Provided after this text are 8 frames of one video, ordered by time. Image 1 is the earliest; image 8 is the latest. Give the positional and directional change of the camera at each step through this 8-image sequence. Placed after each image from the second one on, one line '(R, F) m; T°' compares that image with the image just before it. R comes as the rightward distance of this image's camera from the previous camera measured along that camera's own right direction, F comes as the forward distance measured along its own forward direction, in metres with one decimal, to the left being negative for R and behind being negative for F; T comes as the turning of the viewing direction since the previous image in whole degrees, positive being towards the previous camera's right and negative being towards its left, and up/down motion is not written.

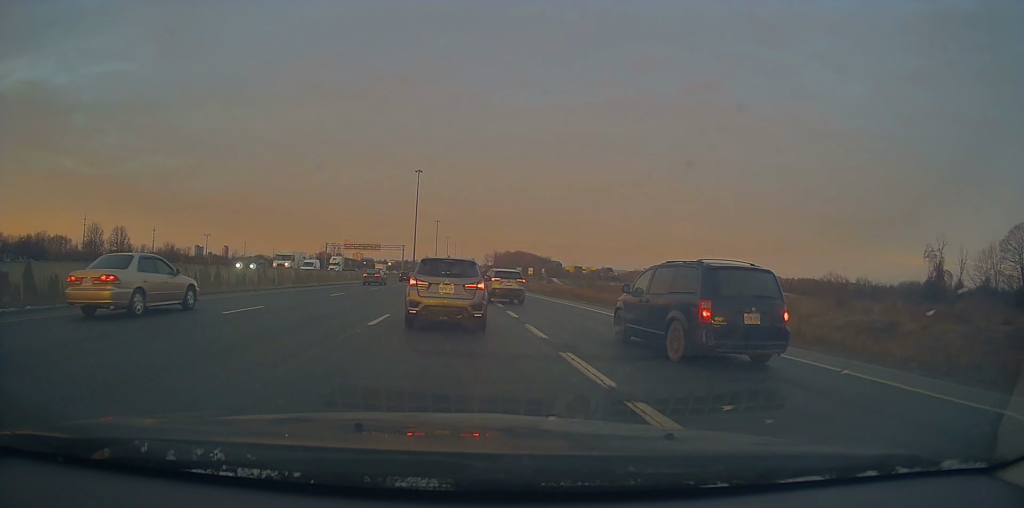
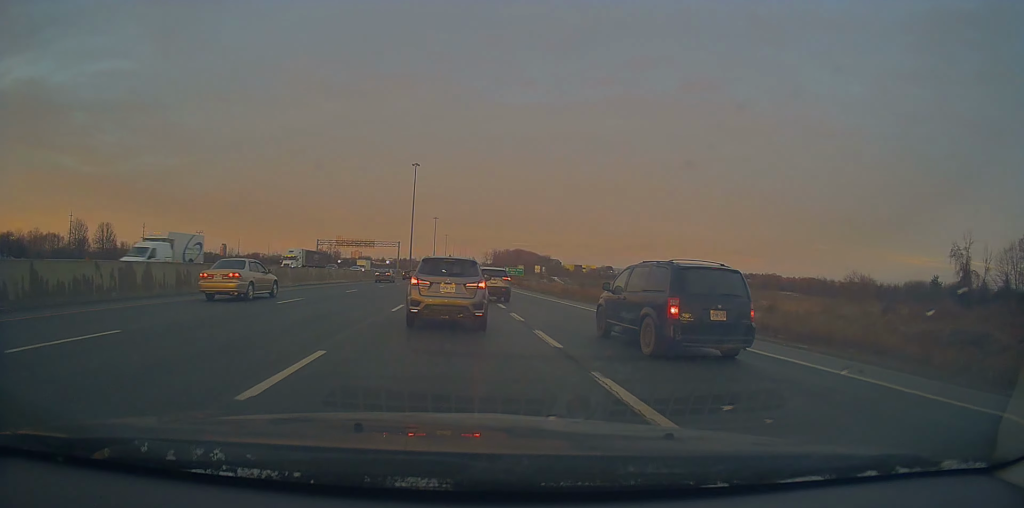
(+0.1, +7.7) m; +1°
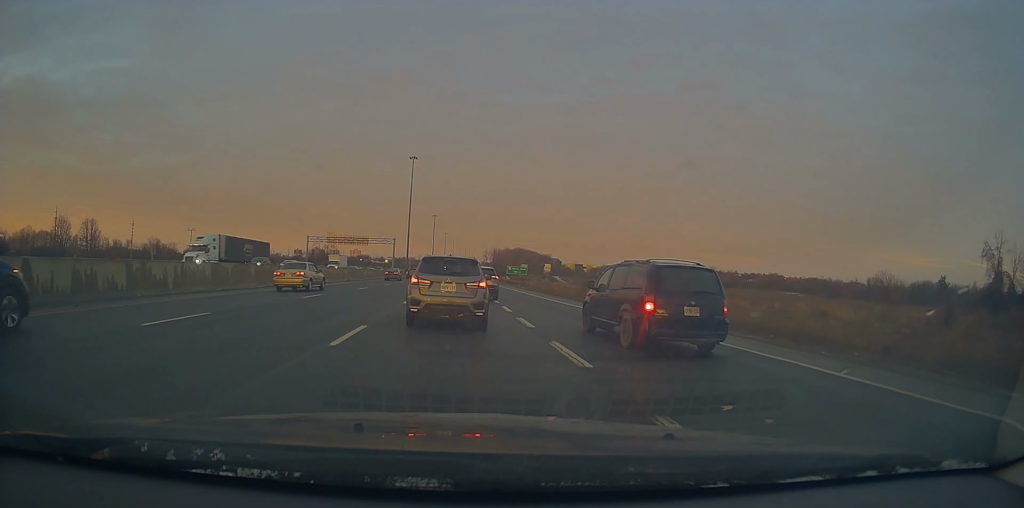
(0.0, +8.4) m; +1°
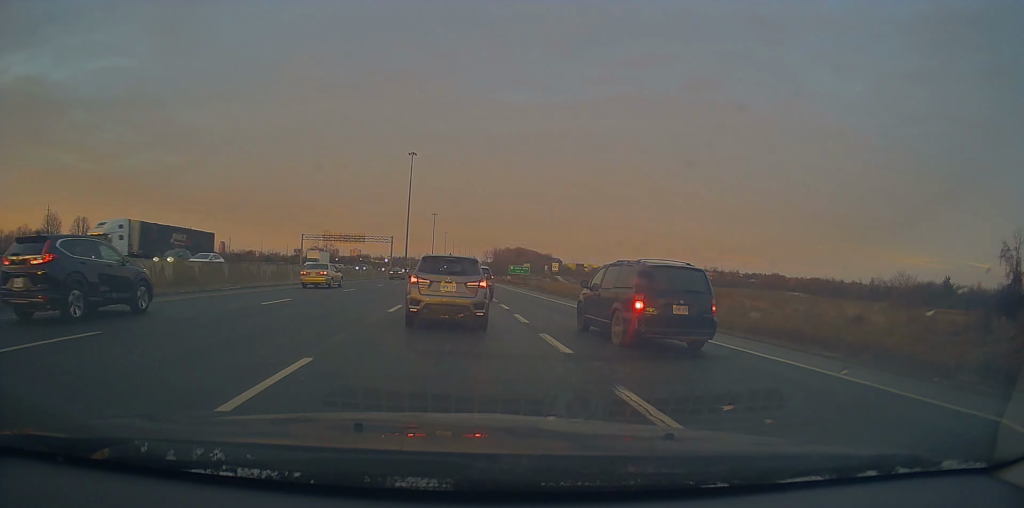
(+0.2, +4.7) m; 0°
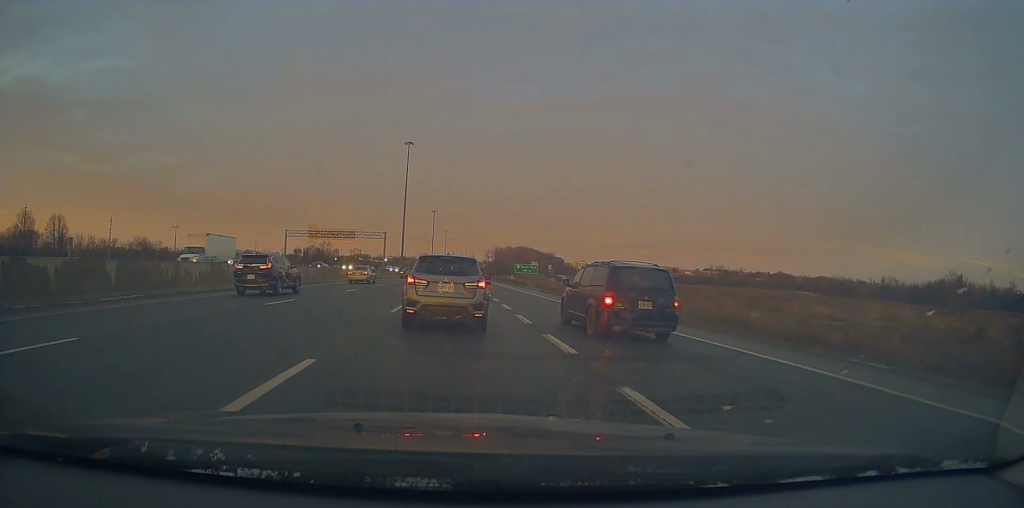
(-0.2, +12.4) m; -1°
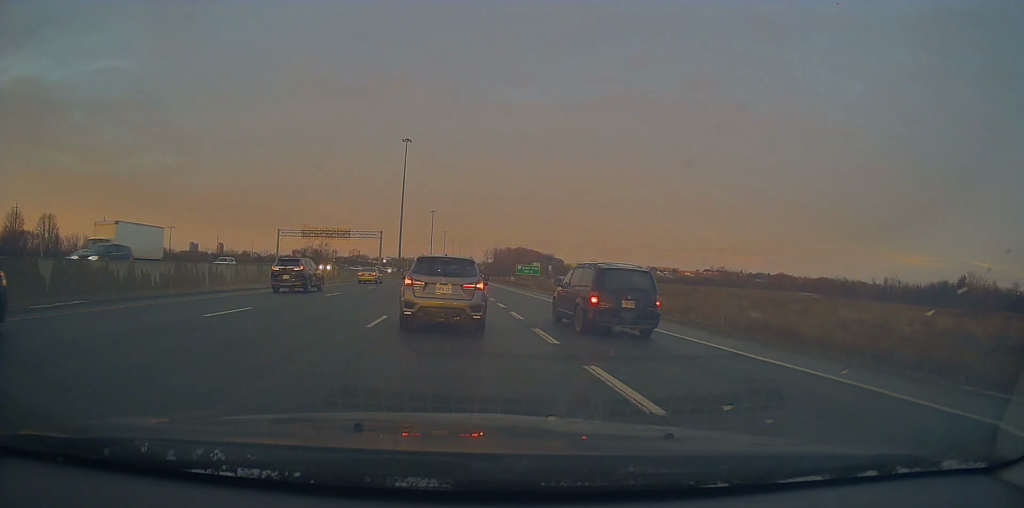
(+0.2, +4.2) m; -1°
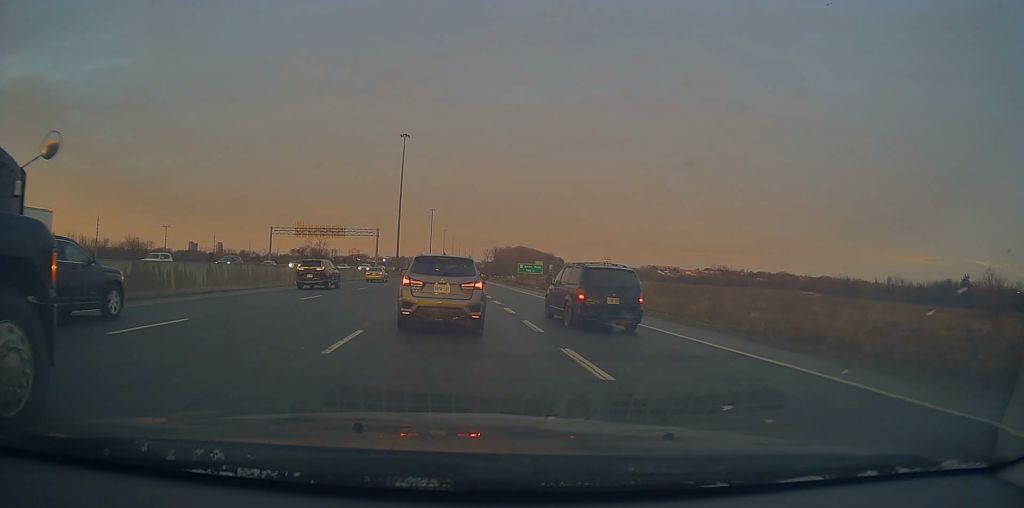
(-0.2, +3.9) m; 0°
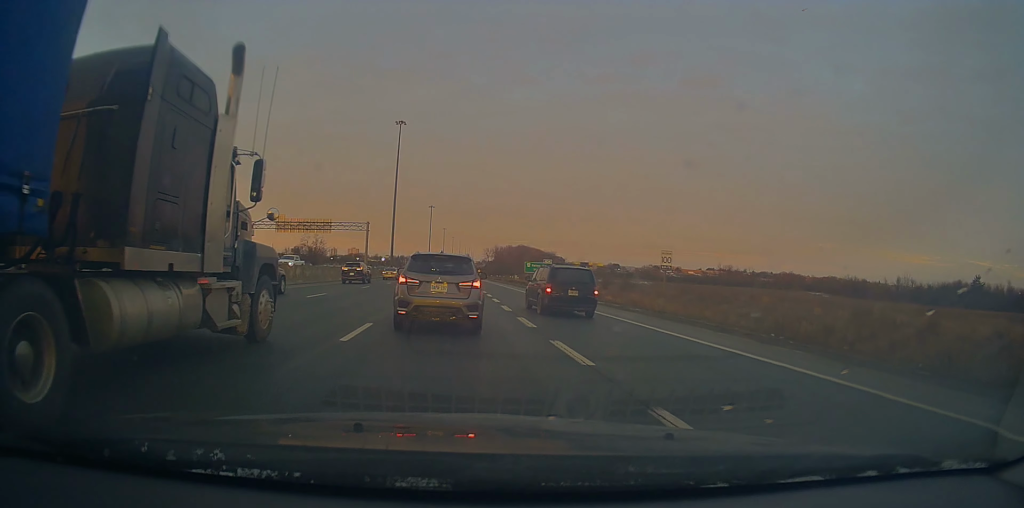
(0.0, +10.9) m; +1°
